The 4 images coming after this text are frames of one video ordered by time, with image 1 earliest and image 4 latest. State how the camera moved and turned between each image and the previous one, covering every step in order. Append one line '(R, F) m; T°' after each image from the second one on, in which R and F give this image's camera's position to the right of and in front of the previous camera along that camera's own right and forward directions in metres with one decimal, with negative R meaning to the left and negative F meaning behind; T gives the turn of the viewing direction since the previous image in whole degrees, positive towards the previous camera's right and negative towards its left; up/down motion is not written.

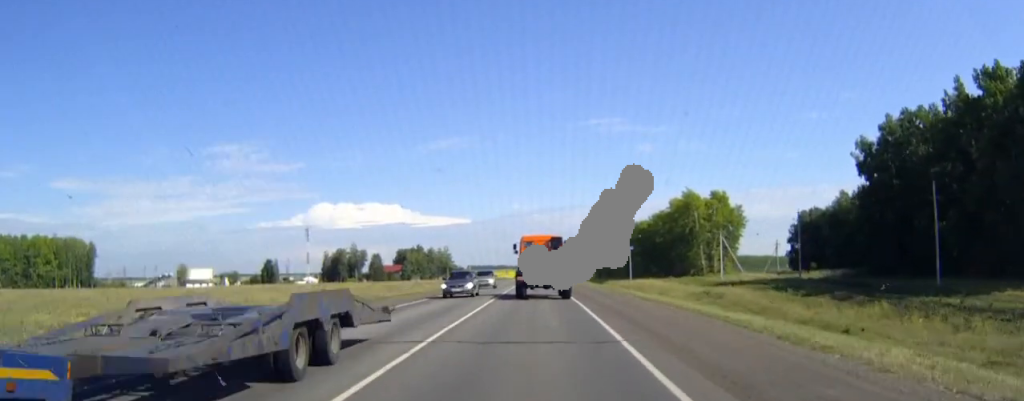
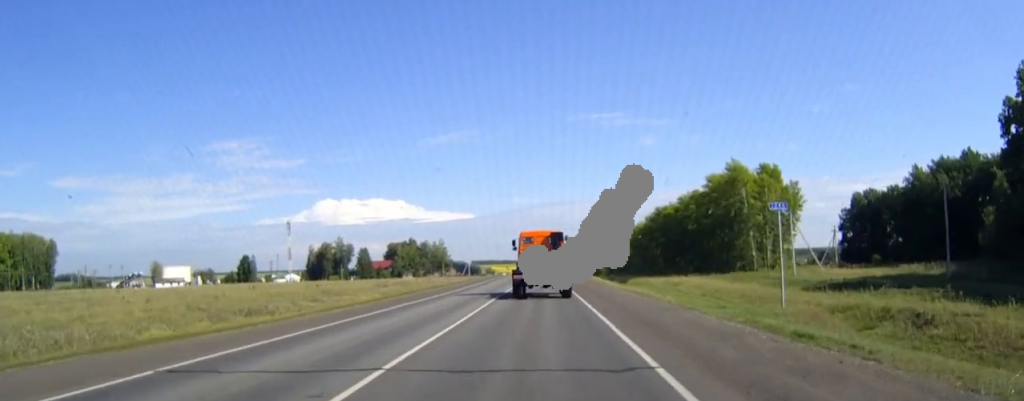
(0.0, +36.1) m; -1°
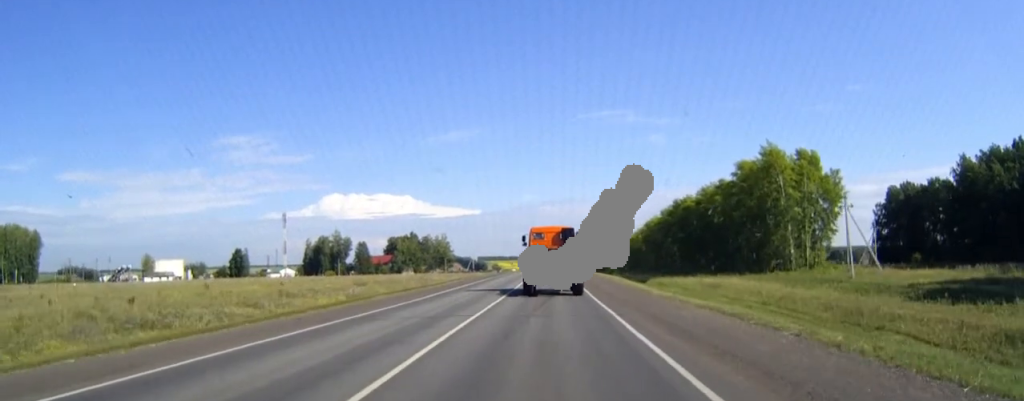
(-0.1, +16.3) m; 0°
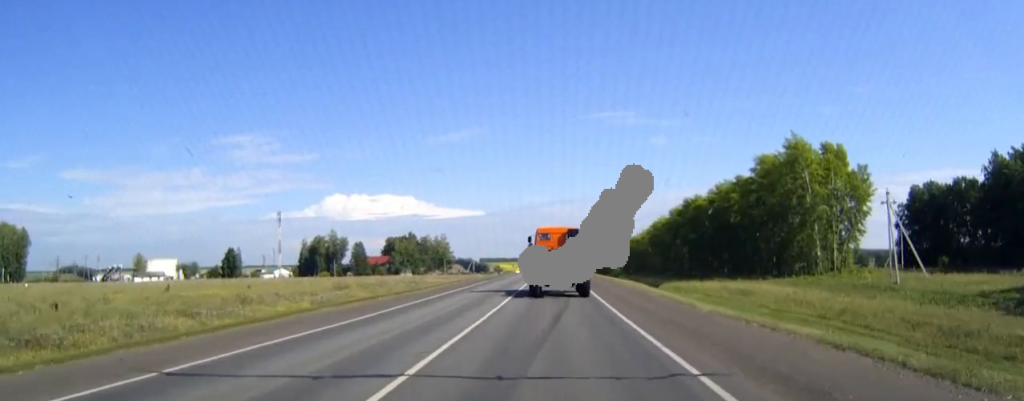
(0.0, +10.3) m; 0°
